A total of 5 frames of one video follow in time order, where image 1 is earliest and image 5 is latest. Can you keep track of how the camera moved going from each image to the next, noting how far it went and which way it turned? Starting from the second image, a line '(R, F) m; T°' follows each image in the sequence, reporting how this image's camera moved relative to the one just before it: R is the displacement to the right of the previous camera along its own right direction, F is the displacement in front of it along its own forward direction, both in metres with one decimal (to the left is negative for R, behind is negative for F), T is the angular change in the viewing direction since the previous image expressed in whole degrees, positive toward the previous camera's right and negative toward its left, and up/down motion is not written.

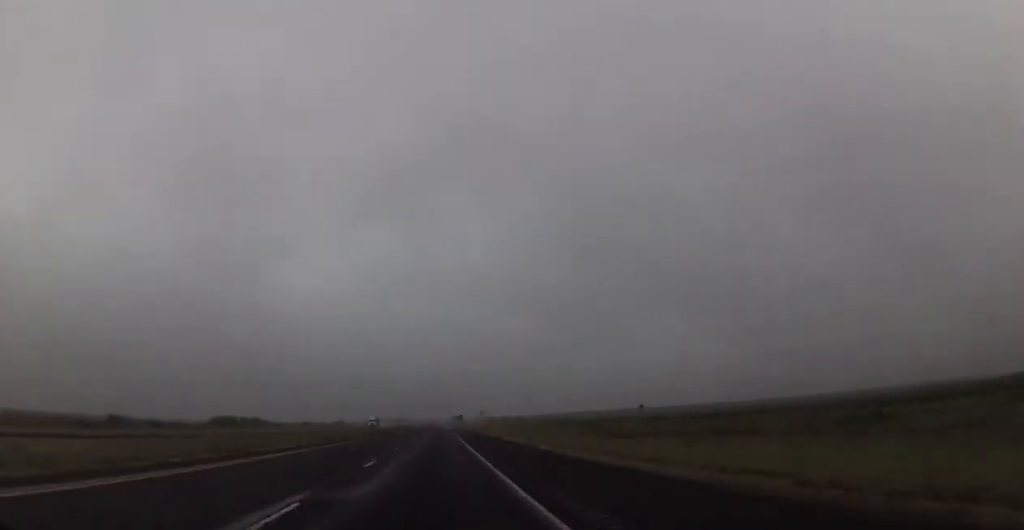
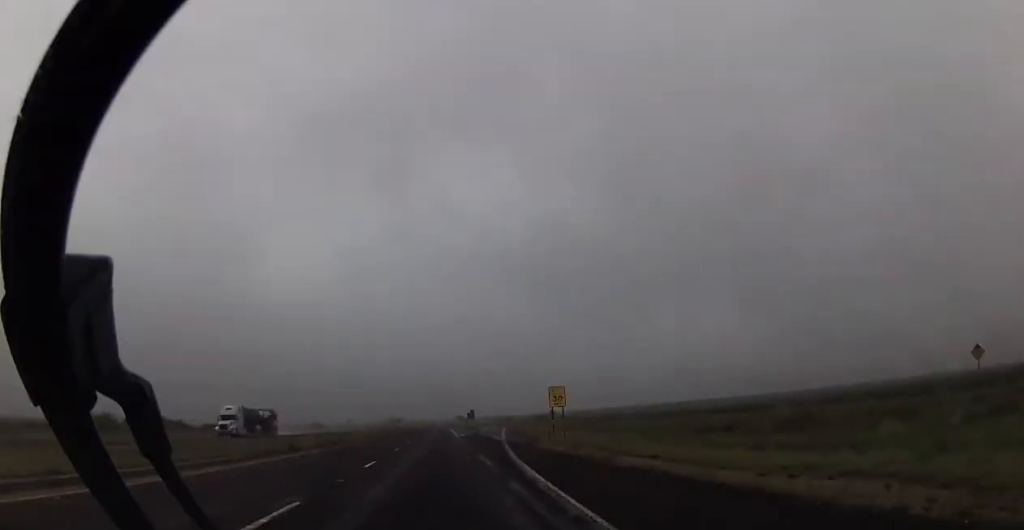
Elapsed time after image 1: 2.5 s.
(-0.1, +86.0) m; -1°
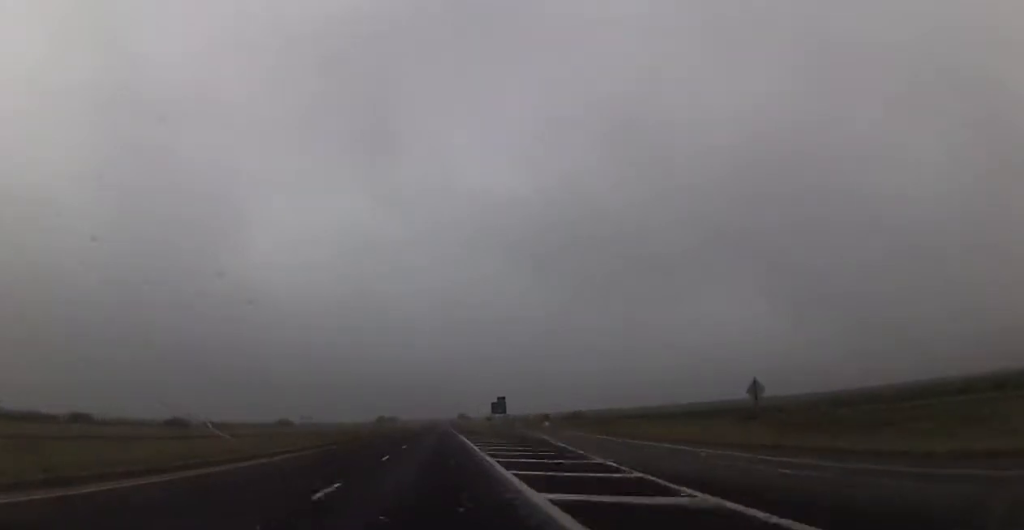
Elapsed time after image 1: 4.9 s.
(-0.2, +82.7) m; 0°
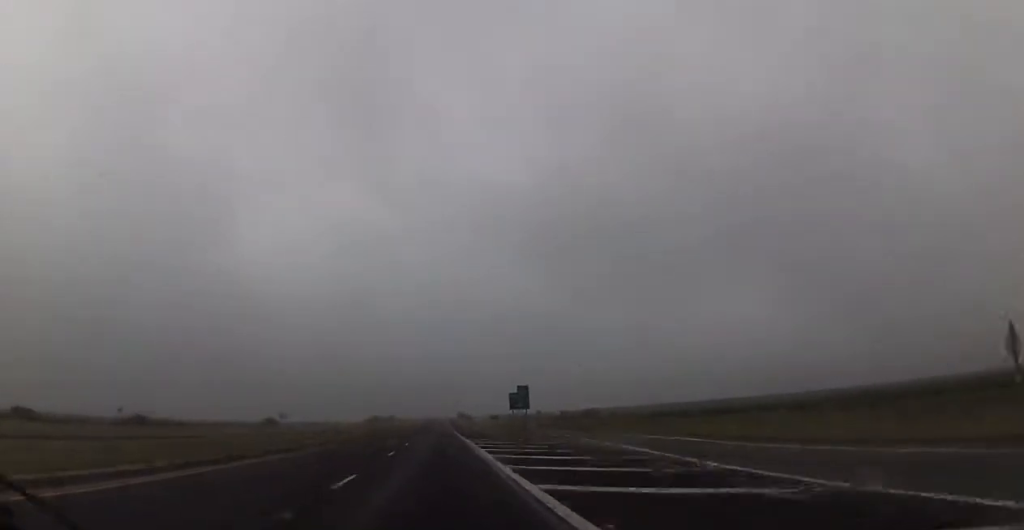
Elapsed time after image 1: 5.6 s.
(-0.2, +23.0) m; 0°
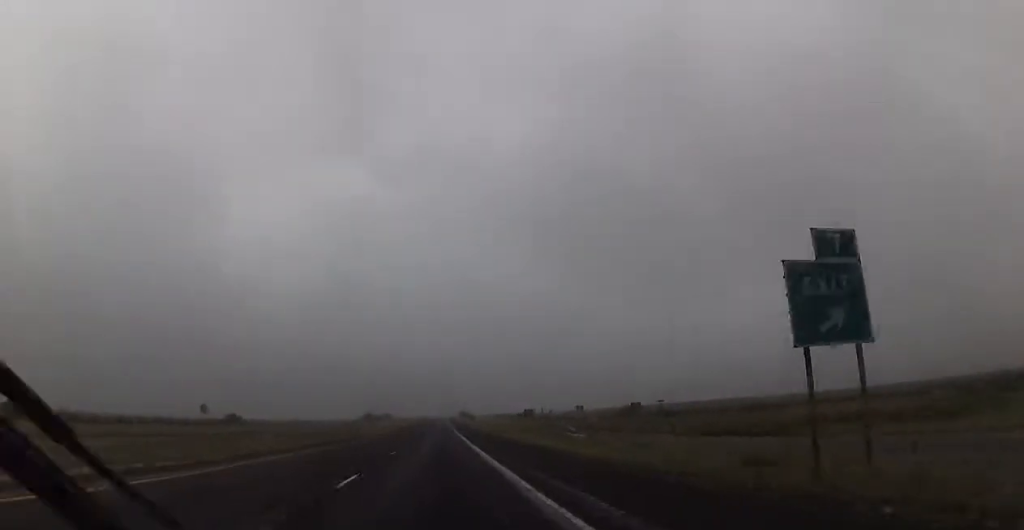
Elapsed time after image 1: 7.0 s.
(+0.2, +49.3) m; 0°
